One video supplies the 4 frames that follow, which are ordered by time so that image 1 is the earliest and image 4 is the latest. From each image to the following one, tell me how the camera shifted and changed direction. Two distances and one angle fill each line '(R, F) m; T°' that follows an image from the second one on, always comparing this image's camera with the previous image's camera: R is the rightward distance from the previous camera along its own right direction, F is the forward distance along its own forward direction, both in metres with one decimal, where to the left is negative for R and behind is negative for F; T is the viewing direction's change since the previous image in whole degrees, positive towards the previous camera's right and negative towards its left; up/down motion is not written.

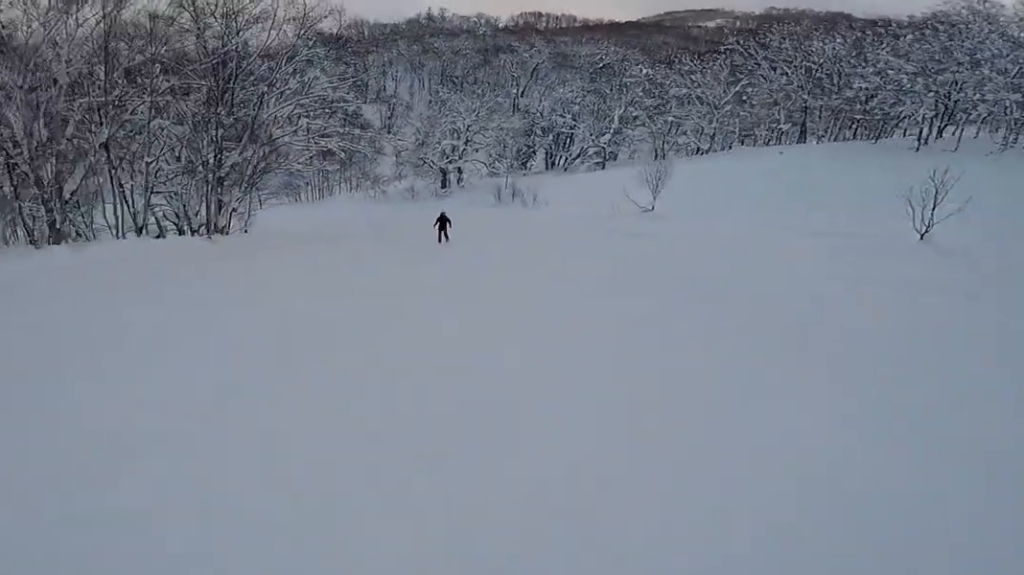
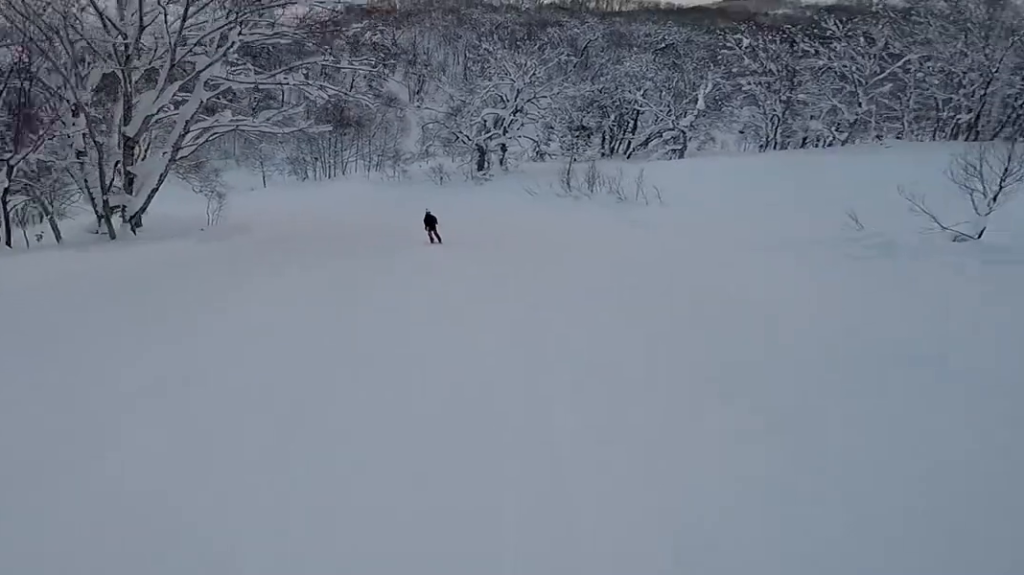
(+0.3, +16.1) m; -4°
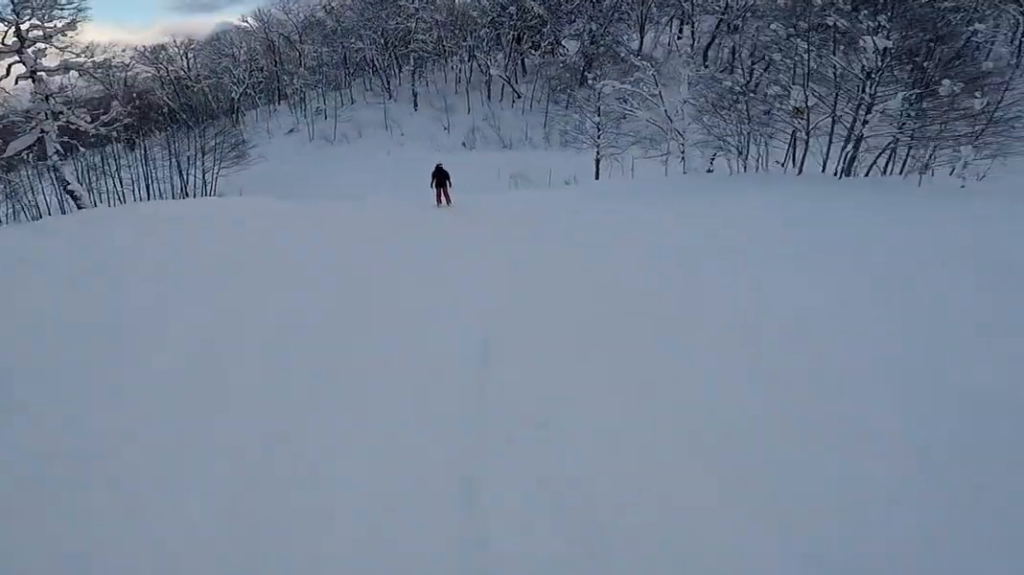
(-22.3, +50.6) m; -39°
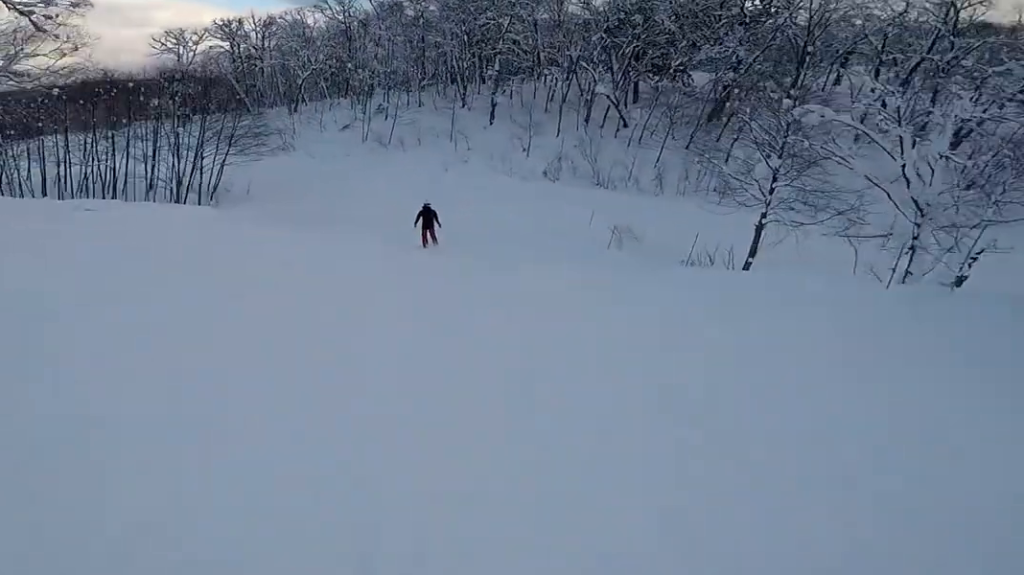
(0.0, +13.1) m; -5°
